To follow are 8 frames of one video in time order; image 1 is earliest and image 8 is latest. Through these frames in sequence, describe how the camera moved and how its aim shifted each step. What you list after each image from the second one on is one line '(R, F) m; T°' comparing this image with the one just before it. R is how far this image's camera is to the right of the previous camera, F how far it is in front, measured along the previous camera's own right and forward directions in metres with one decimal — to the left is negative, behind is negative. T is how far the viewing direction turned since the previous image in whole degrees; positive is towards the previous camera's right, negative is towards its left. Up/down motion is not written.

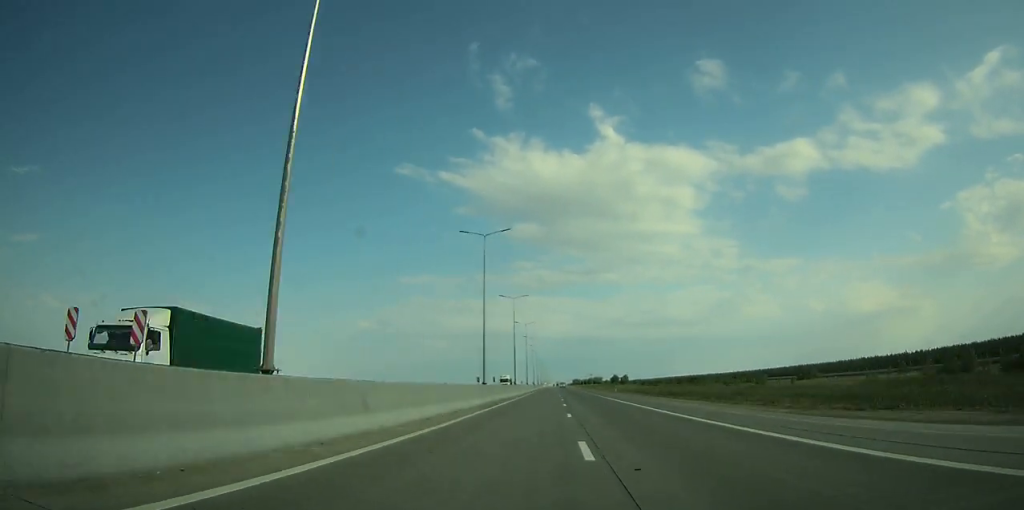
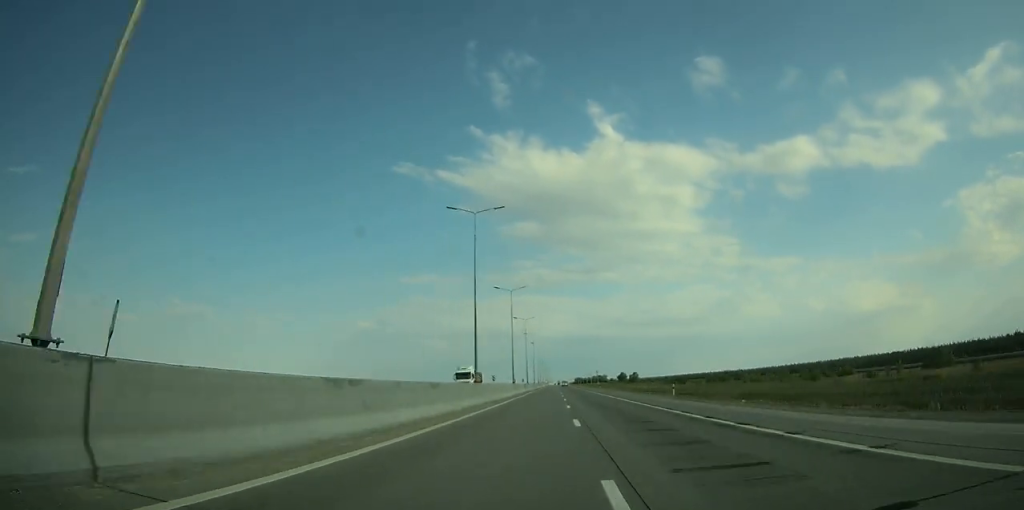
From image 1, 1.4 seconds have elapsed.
(-0.1, +41.2) m; 0°
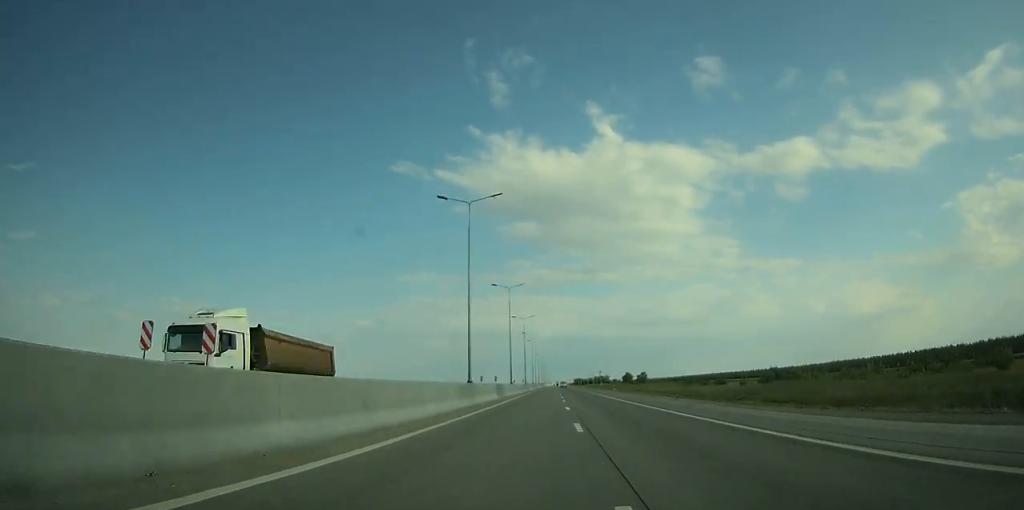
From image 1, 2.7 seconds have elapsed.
(-0.2, +38.1) m; 0°
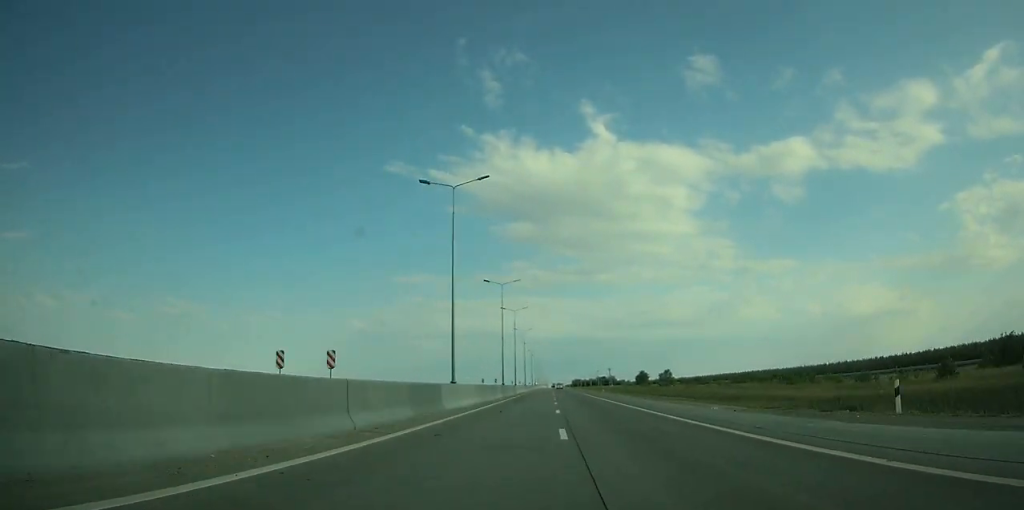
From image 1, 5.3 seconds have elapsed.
(+0.4, +74.0) m; +1°
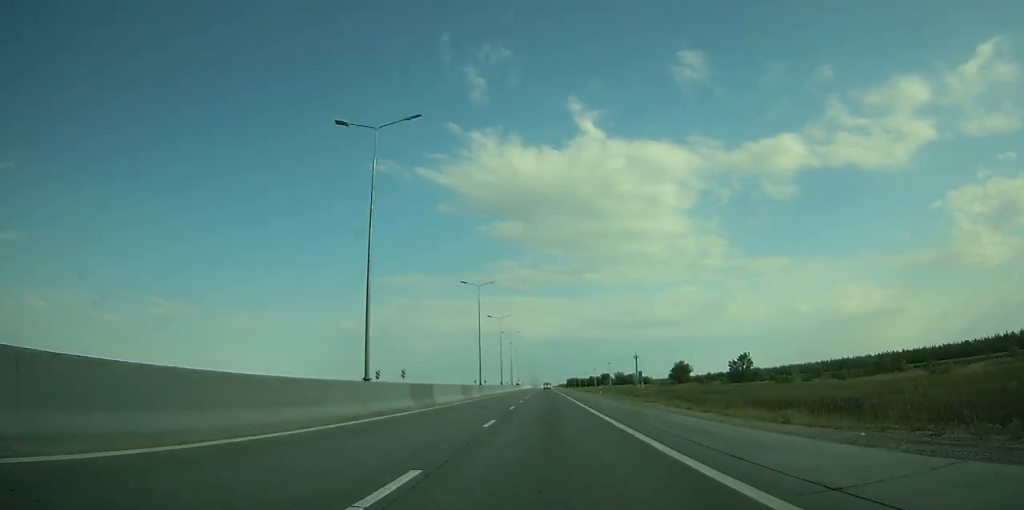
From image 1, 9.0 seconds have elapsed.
(+0.7, +101.8) m; 0°
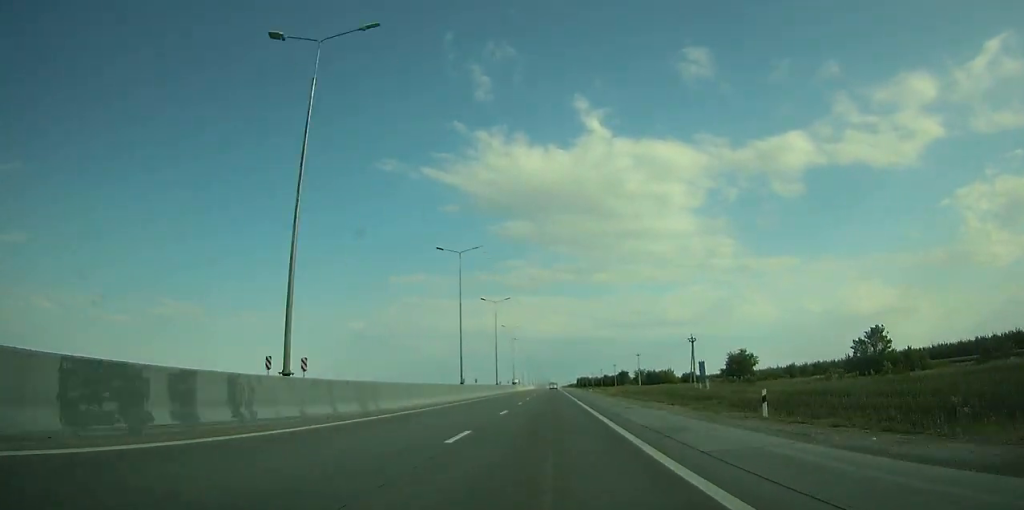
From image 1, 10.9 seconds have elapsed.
(-0.4, +51.5) m; 0°
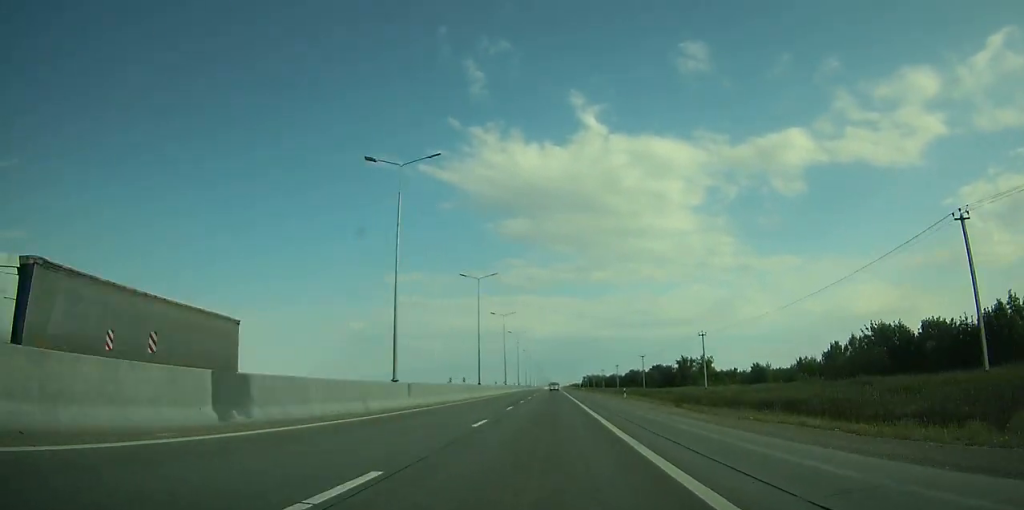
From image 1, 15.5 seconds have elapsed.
(-0.3, +129.7) m; 0°
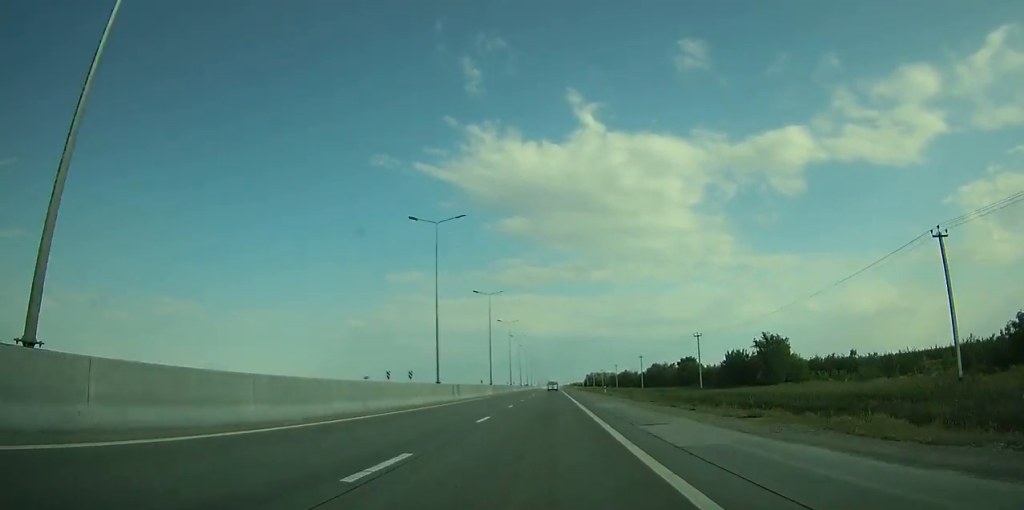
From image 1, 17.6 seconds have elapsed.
(0.0, +59.4) m; 0°
